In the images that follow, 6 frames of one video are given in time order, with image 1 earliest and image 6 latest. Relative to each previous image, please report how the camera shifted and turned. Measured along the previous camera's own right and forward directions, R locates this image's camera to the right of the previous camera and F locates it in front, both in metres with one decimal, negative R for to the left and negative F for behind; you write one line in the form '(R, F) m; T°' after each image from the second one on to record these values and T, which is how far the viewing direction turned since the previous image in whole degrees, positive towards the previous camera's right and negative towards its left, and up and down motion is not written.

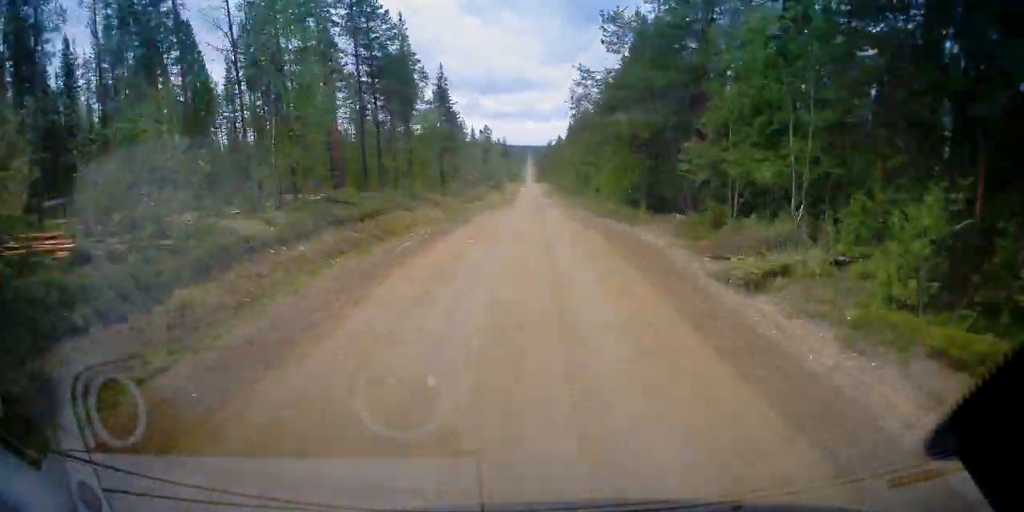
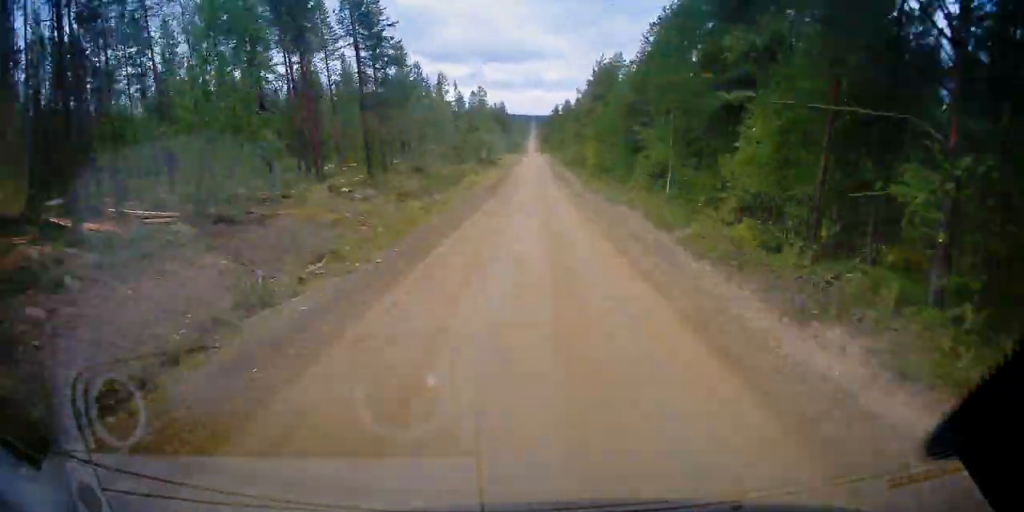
(-0.2, +30.8) m; 0°
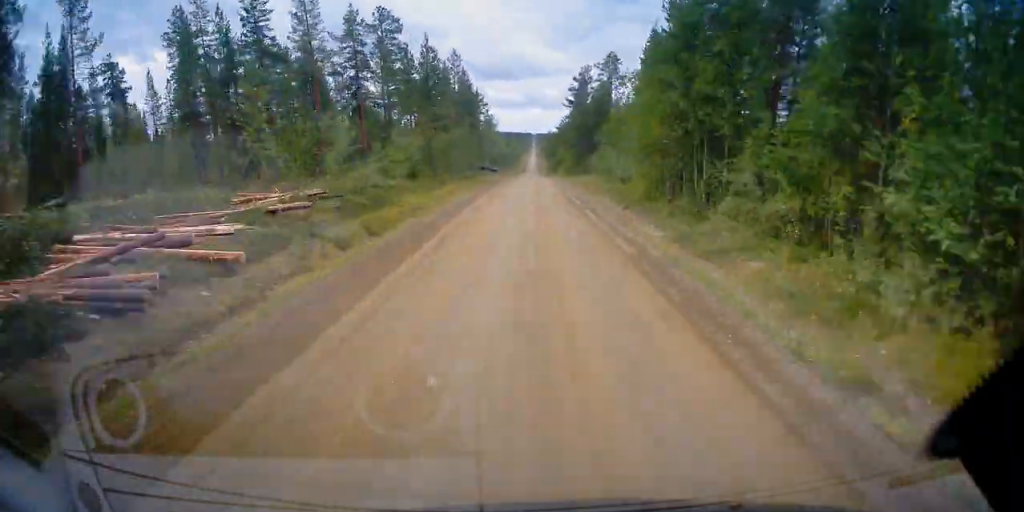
(+0.1, +99.4) m; -1°
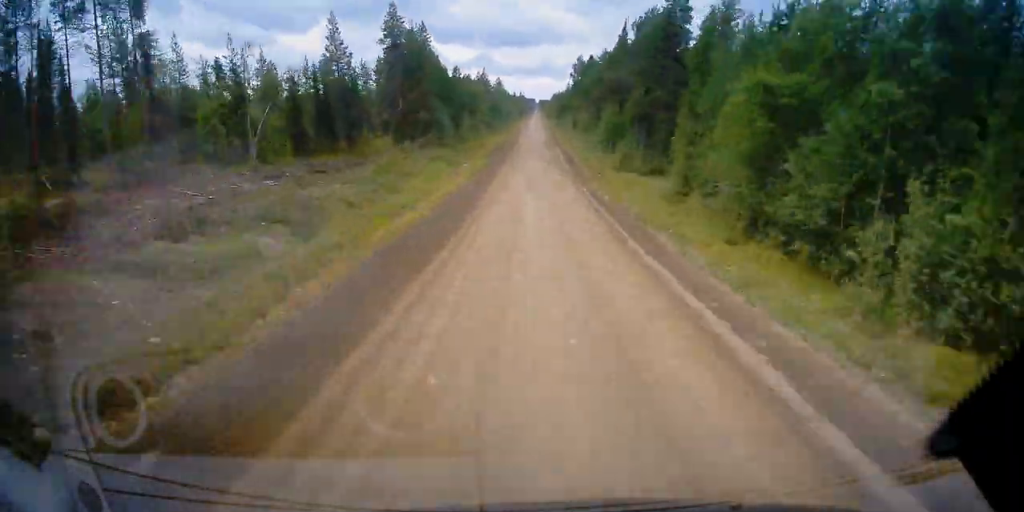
(-2.0, +143.5) m; 0°
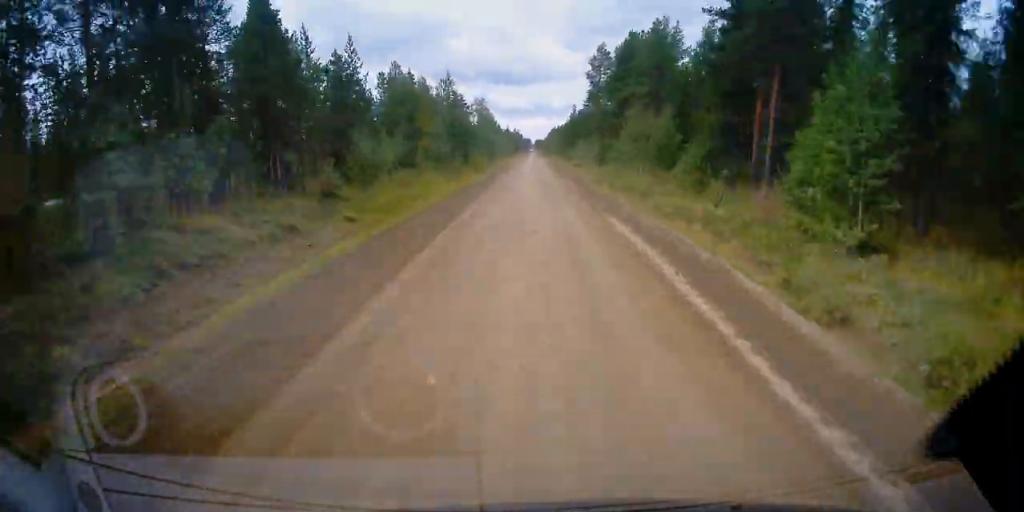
(+0.3, +38.3) m; 0°
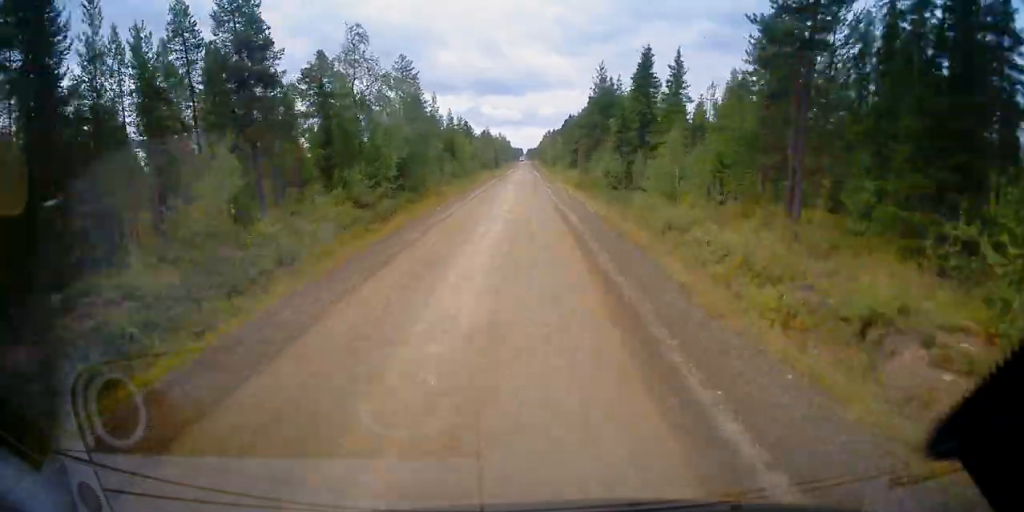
(0.0, +54.0) m; 0°
